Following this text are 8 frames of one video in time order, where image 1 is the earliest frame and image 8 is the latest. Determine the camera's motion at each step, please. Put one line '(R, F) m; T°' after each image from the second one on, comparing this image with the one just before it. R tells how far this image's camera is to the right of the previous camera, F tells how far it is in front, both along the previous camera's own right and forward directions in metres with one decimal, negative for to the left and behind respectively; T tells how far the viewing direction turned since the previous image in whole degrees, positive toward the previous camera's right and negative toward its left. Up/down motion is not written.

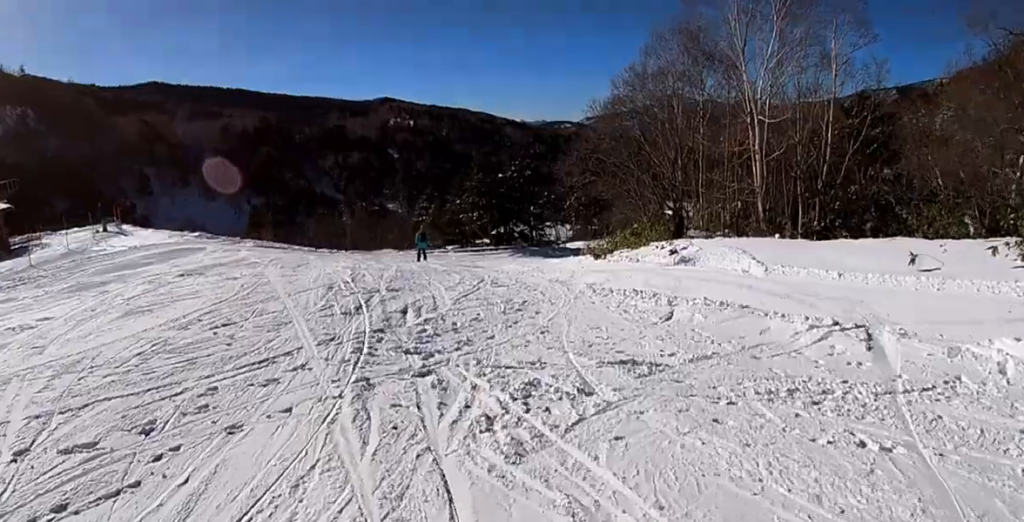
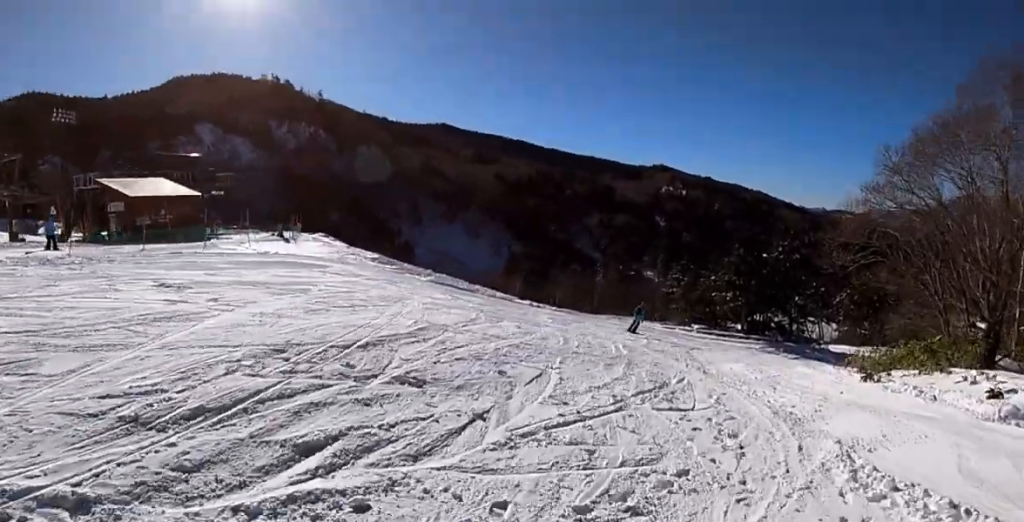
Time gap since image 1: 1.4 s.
(-1.5, +6.4) m; -23°
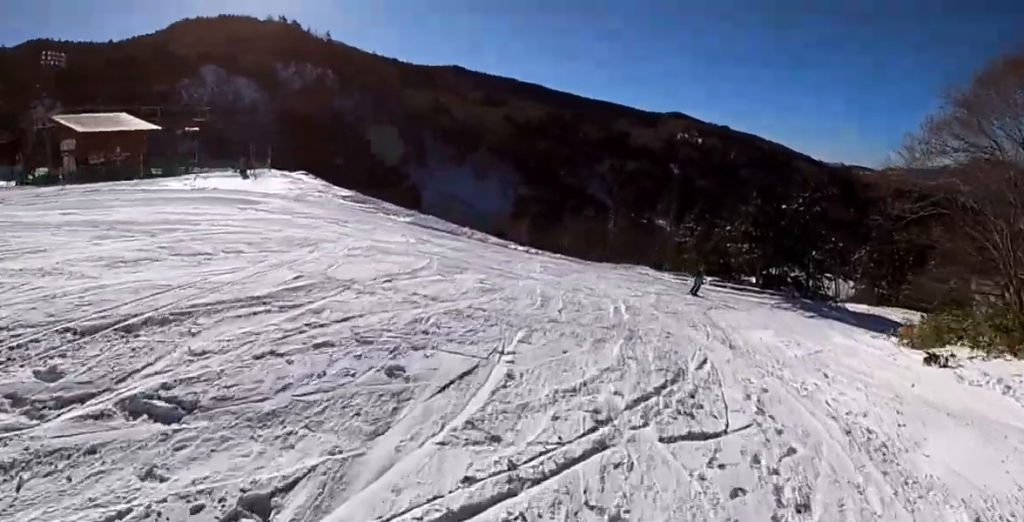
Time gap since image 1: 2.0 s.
(-0.2, +3.2) m; -3°
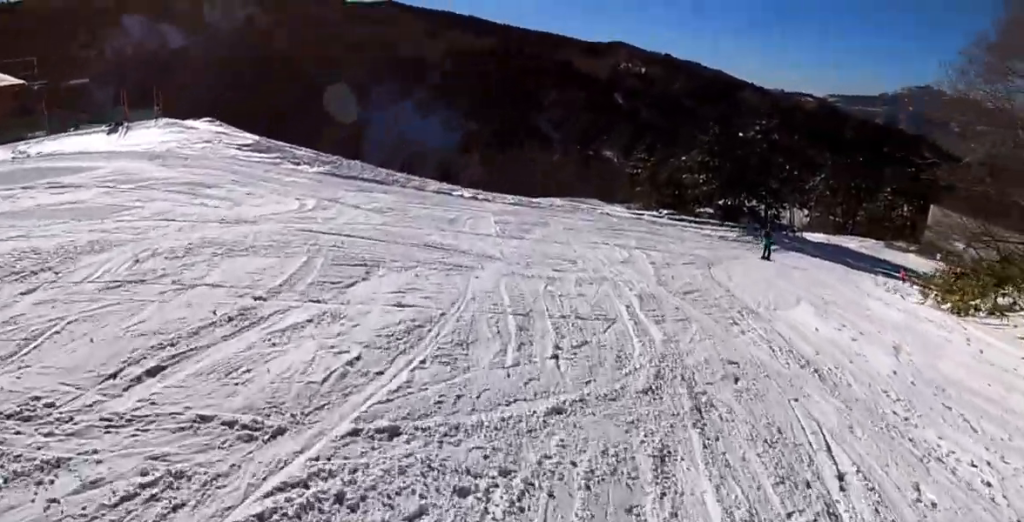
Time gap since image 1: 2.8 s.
(0.0, +4.3) m; 0°
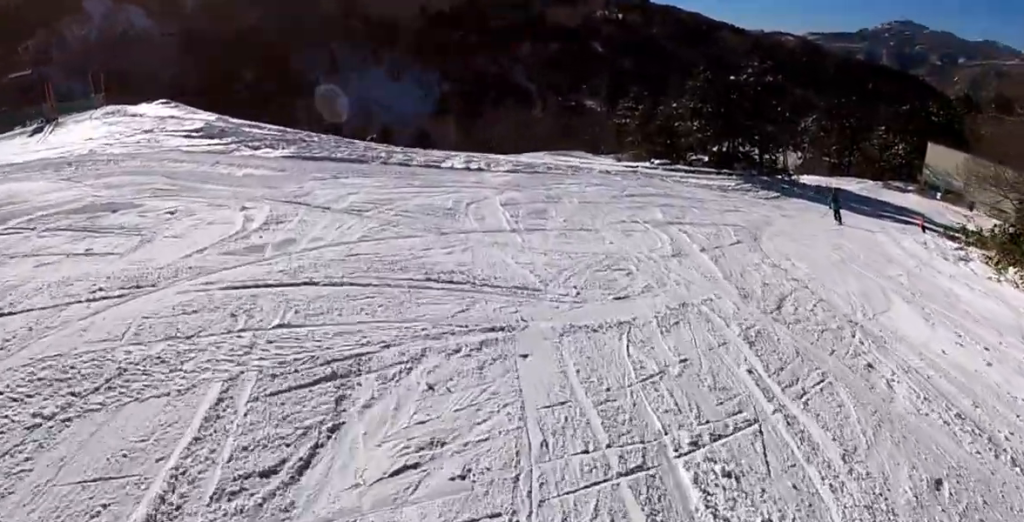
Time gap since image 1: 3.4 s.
(0.0, +2.9) m; 0°
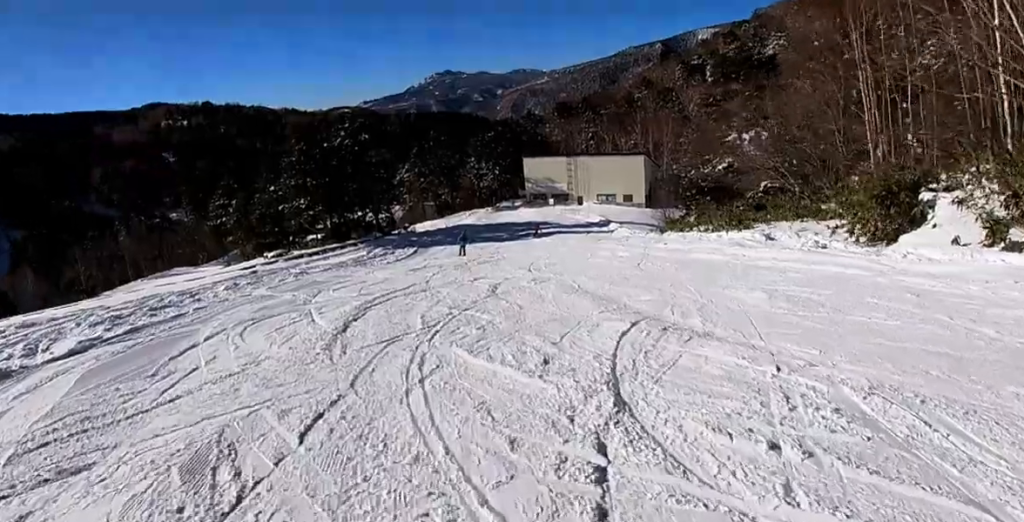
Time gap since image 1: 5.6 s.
(+3.6, +10.4) m; +45°
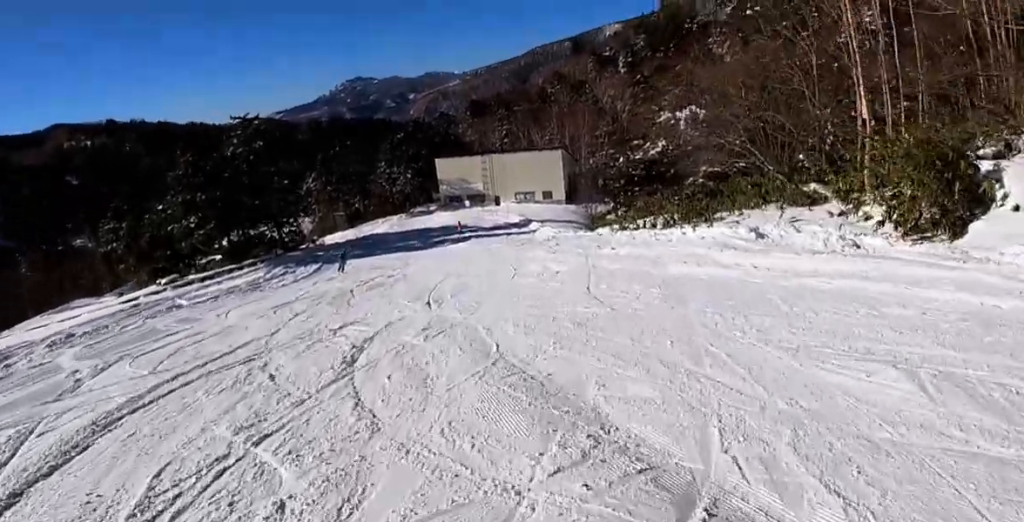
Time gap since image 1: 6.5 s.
(+0.4, +5.6) m; +1°
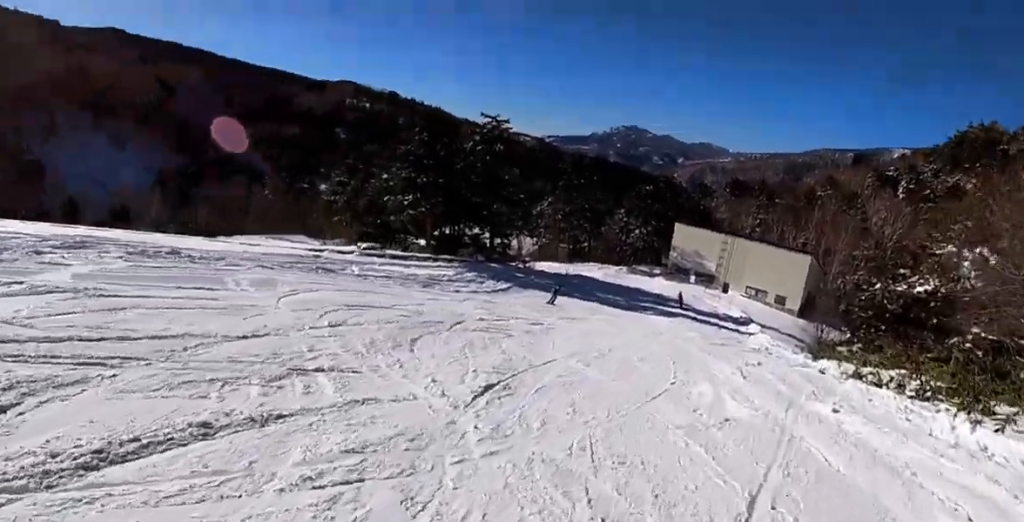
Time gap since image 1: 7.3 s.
(-0.2, +4.7) m; -18°
